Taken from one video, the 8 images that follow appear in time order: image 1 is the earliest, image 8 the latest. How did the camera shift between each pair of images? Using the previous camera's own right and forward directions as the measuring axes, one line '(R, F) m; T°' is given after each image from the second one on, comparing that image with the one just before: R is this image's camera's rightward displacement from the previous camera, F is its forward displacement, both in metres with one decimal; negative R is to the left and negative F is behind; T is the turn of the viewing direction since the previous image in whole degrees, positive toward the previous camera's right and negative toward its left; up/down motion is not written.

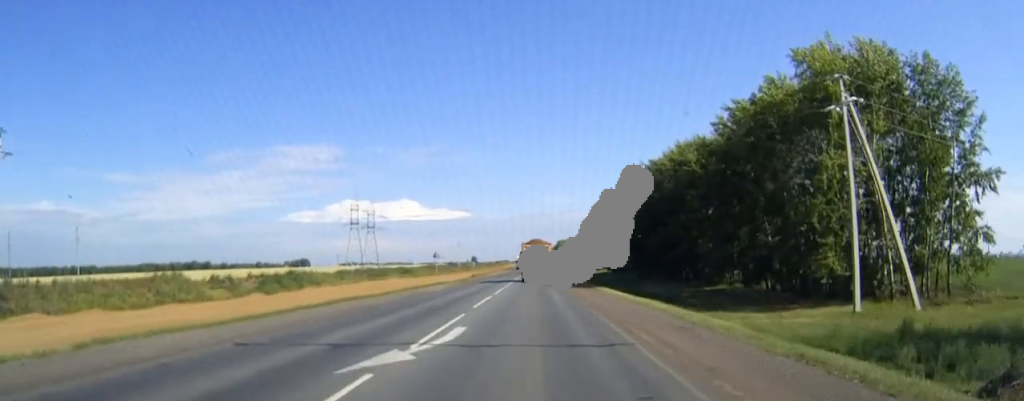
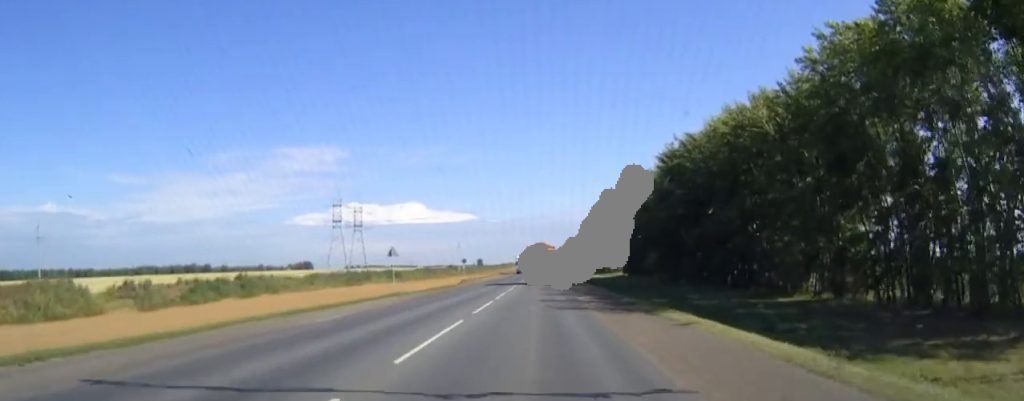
(+0.1, +25.5) m; 0°
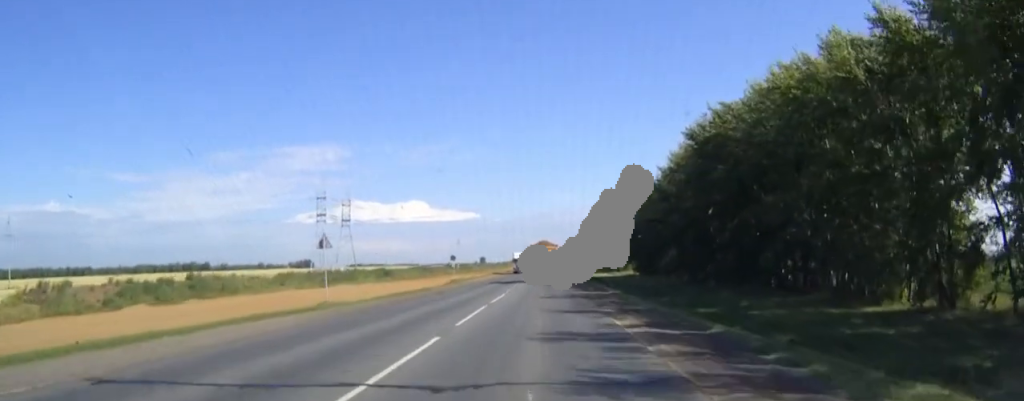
(-0.1, +17.3) m; 0°
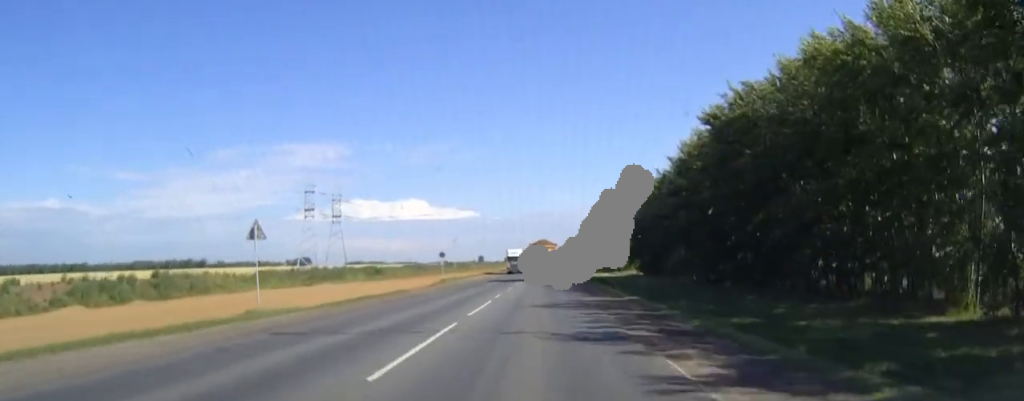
(0.0, +8.7) m; 0°
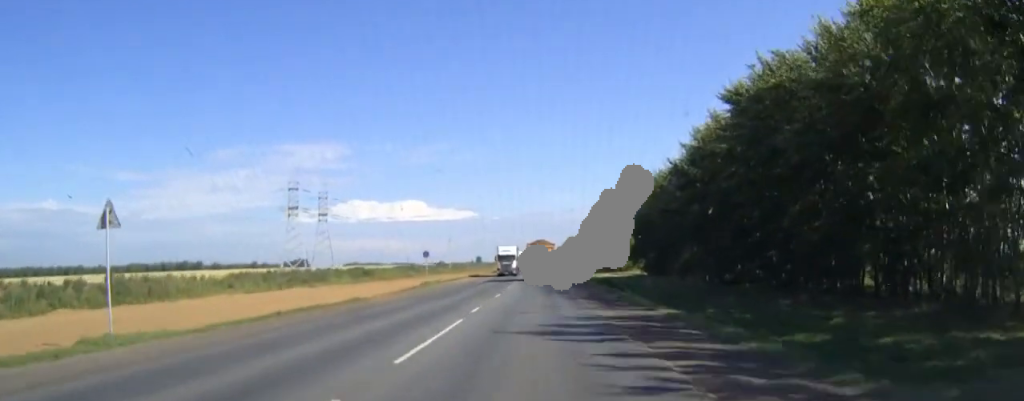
(0.0, +10.1) m; 0°
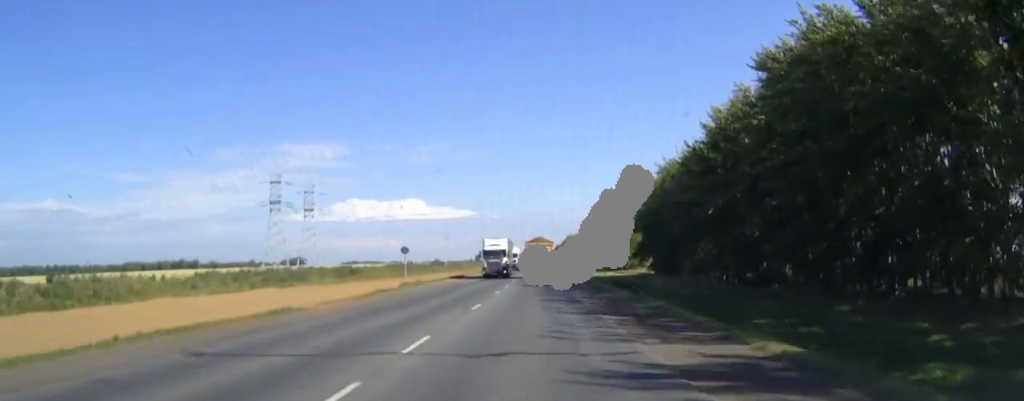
(0.0, +10.9) m; 0°
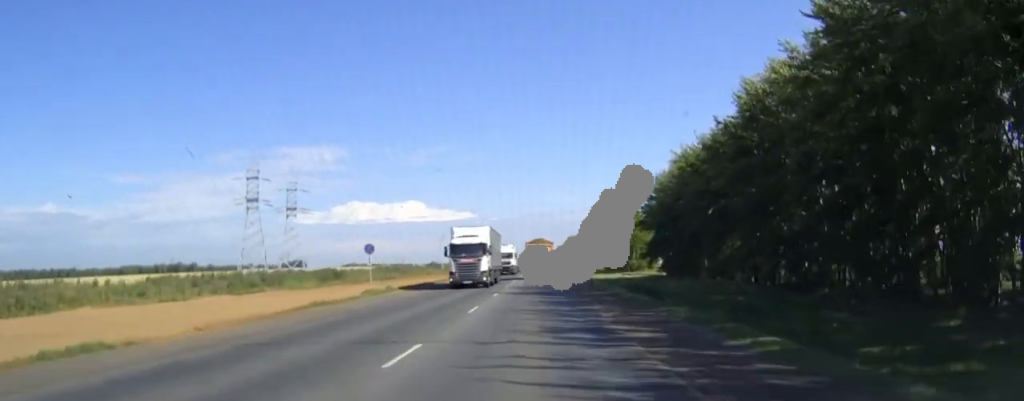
(0.0, +13.0) m; 0°
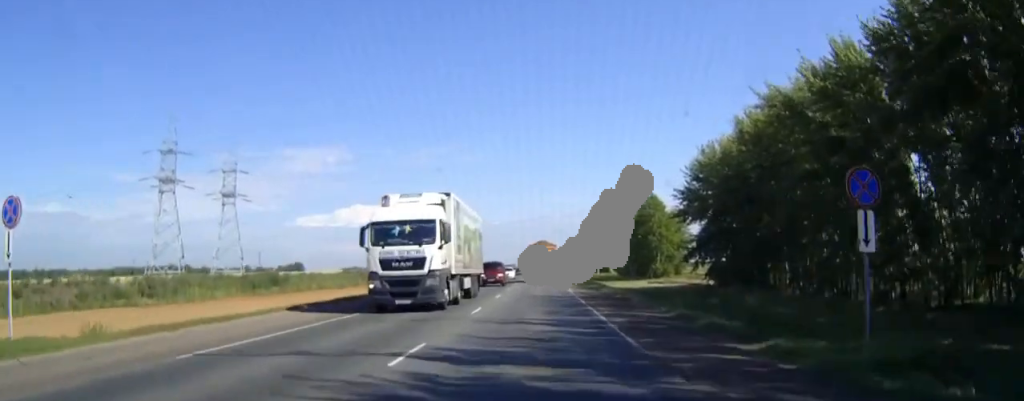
(-0.1, +35.6) m; 0°
